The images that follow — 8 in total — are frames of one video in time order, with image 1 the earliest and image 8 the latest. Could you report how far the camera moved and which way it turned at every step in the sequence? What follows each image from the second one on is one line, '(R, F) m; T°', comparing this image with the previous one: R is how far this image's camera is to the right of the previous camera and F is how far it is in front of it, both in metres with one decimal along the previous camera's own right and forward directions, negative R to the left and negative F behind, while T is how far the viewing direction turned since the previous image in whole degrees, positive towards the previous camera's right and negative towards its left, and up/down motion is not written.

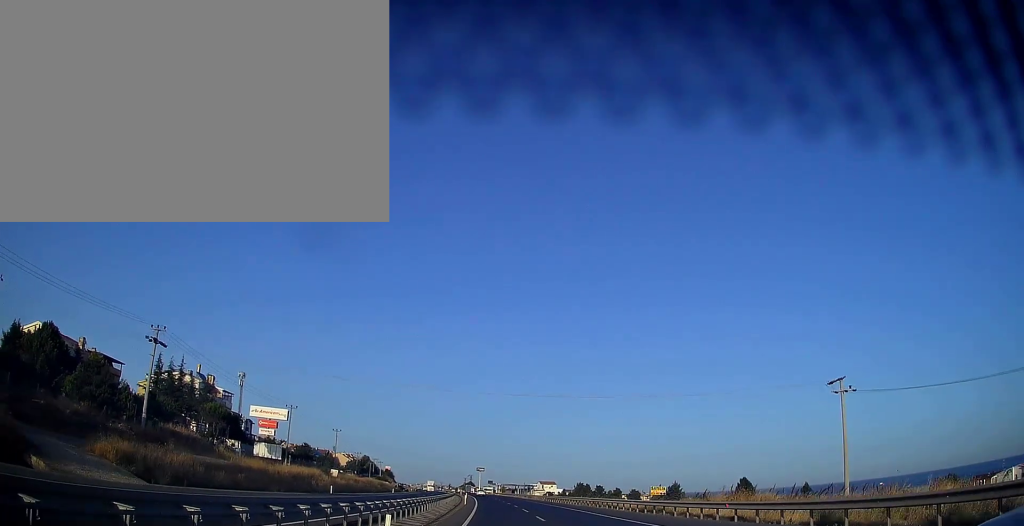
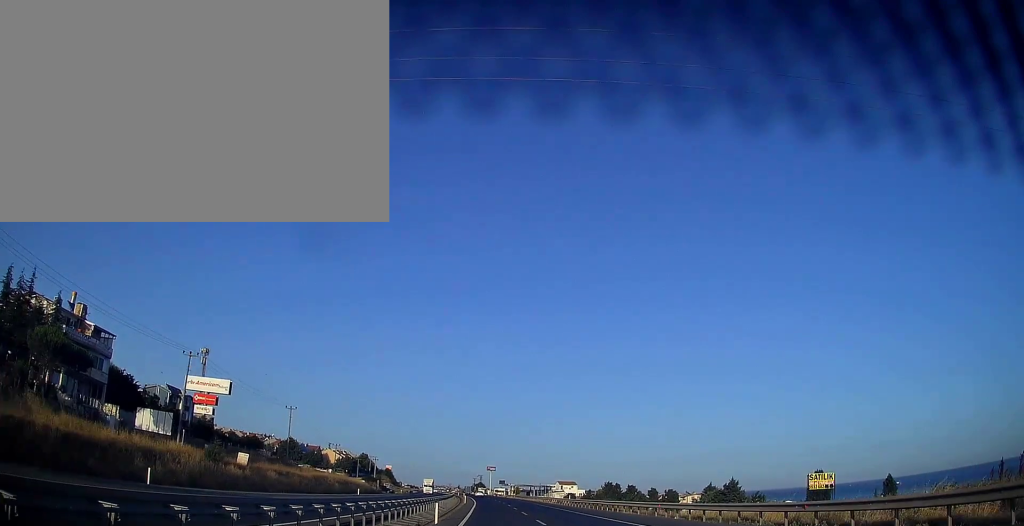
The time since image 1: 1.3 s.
(-0.2, +38.4) m; -1°
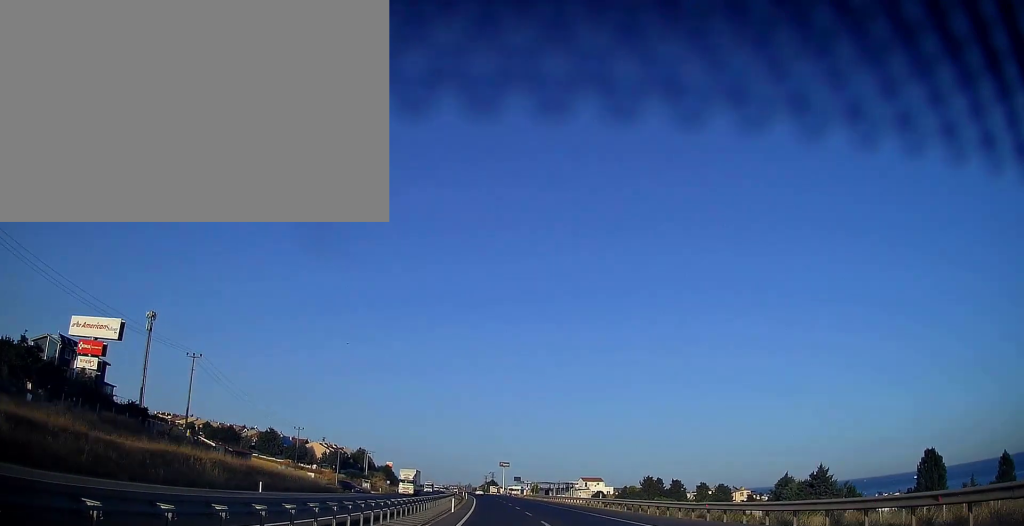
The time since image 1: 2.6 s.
(-0.6, +38.4) m; -2°
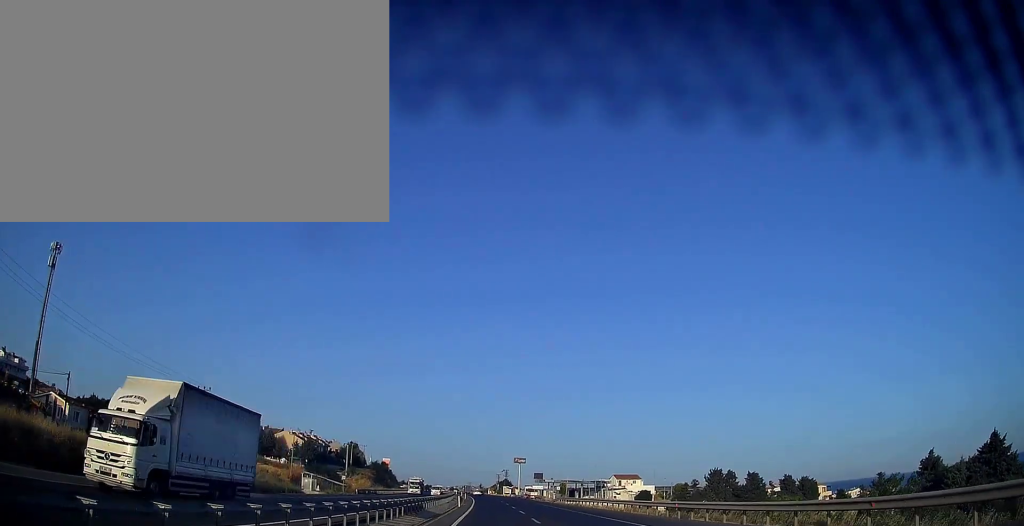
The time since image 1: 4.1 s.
(-0.3, +43.1) m; -1°
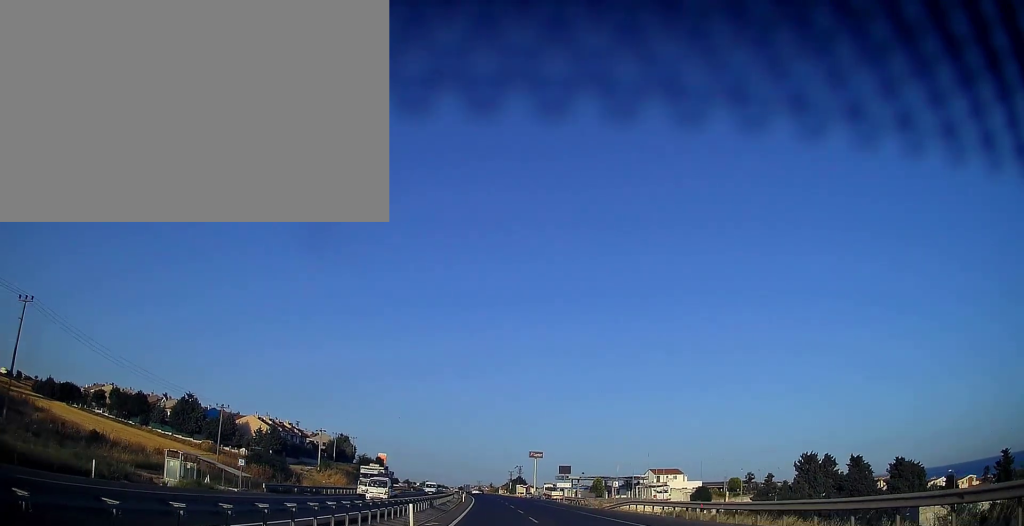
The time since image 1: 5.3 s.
(-0.3, +35.2) m; -1°
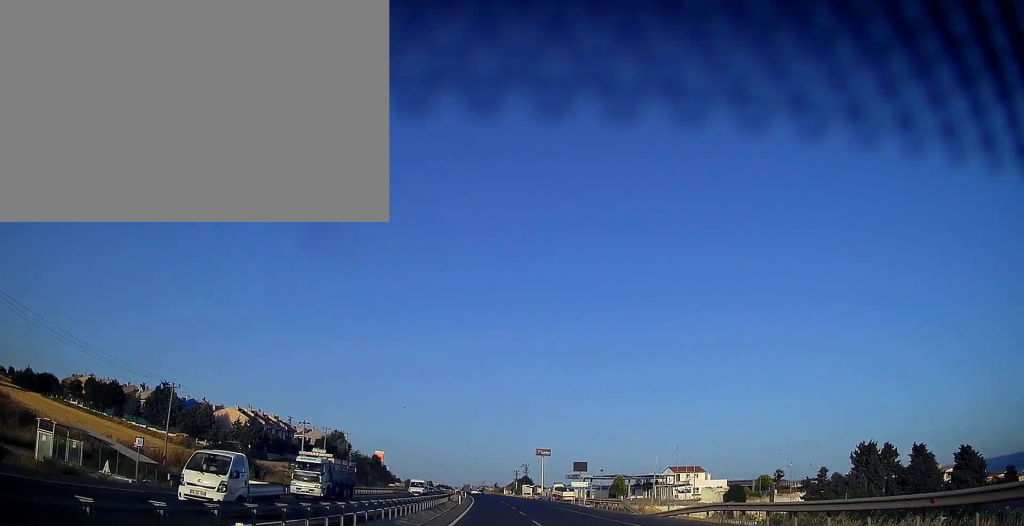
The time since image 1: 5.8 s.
(+0.1, +15.7) m; 0°
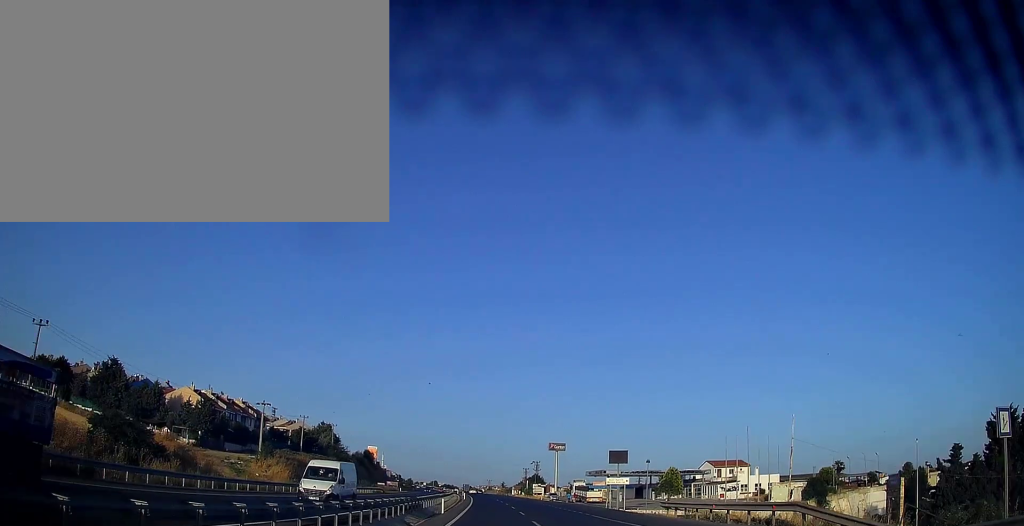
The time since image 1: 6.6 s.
(-0.4, +24.5) m; -1°
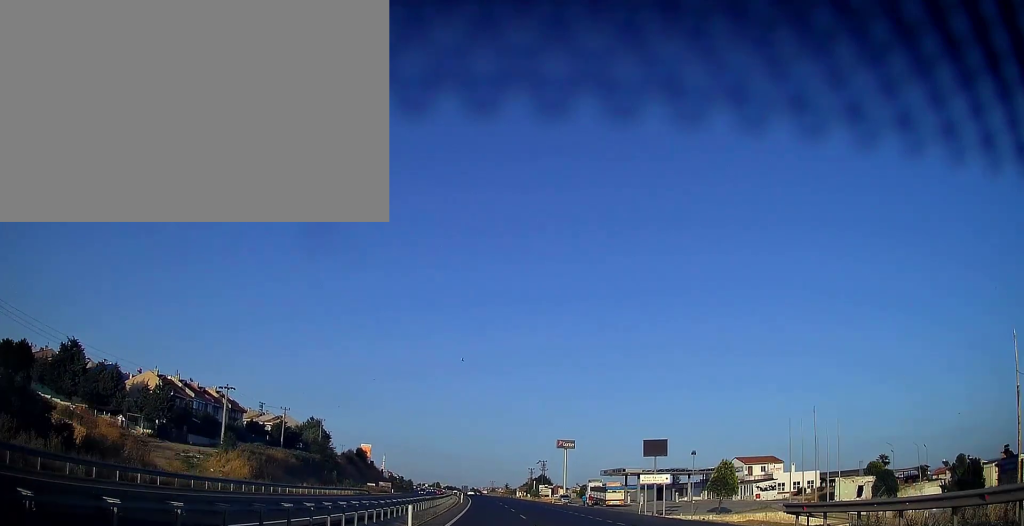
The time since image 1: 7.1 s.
(-0.1, +14.7) m; 0°
